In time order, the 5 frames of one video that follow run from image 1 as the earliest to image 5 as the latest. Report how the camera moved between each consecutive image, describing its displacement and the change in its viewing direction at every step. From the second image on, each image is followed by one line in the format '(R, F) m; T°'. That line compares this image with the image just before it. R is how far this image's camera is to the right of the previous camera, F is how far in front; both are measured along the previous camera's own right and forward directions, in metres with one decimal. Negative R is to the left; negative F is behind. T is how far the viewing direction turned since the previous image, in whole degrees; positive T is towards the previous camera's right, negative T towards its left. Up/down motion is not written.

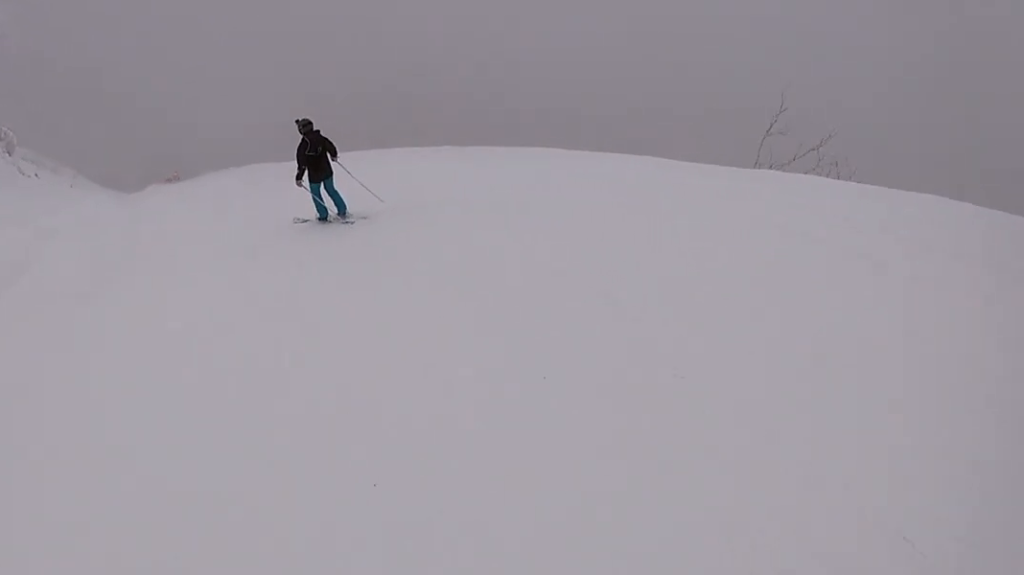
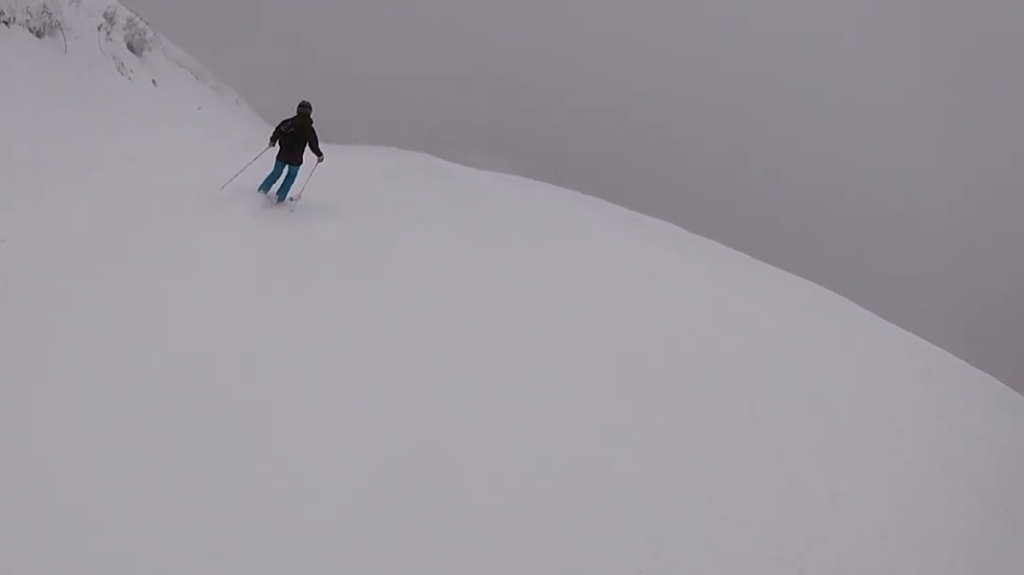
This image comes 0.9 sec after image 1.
(+0.3, +6.3) m; +3°
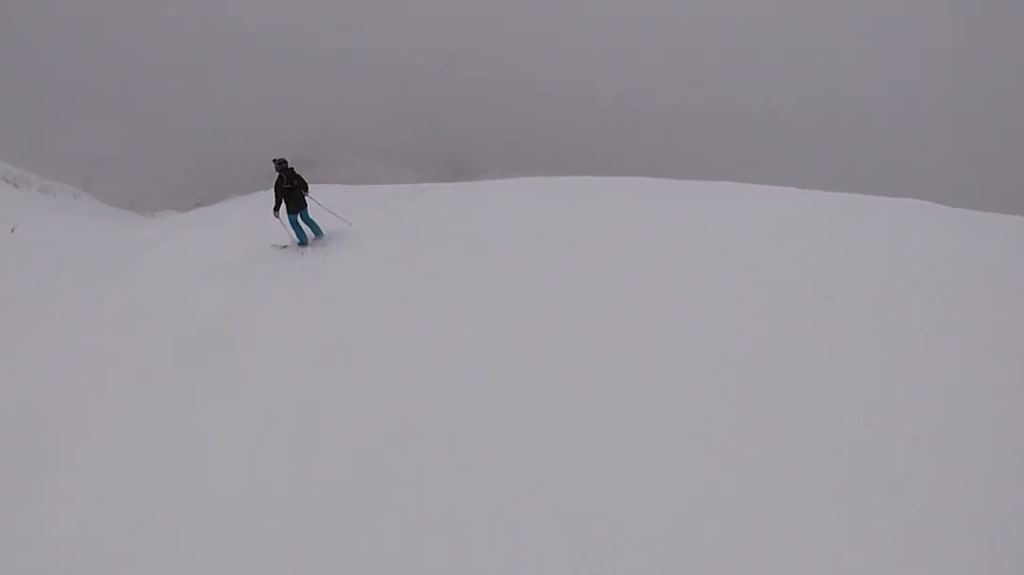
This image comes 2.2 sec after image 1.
(+0.1, +9.8) m; 0°
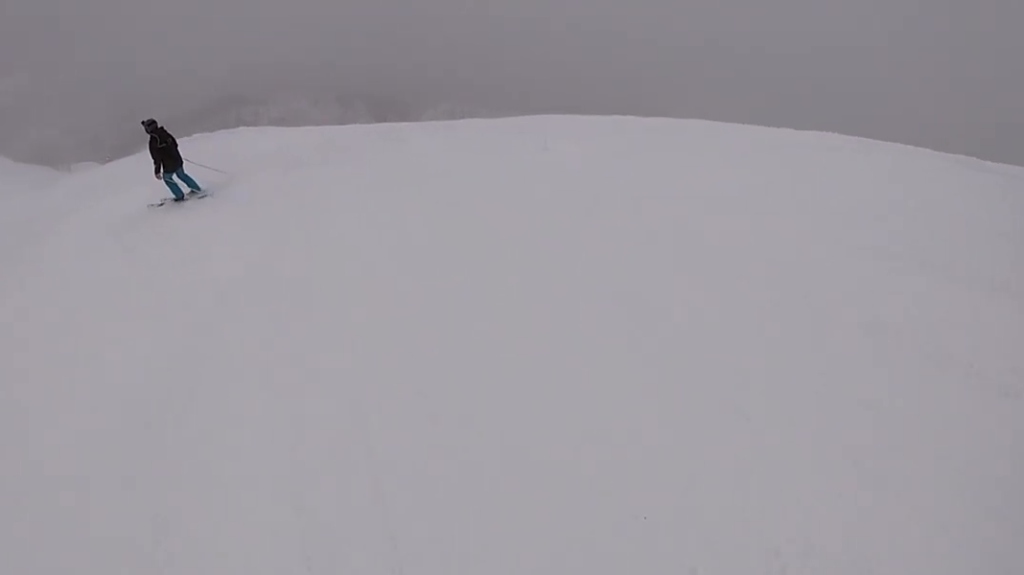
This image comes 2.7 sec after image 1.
(0.0, +4.0) m; -6°
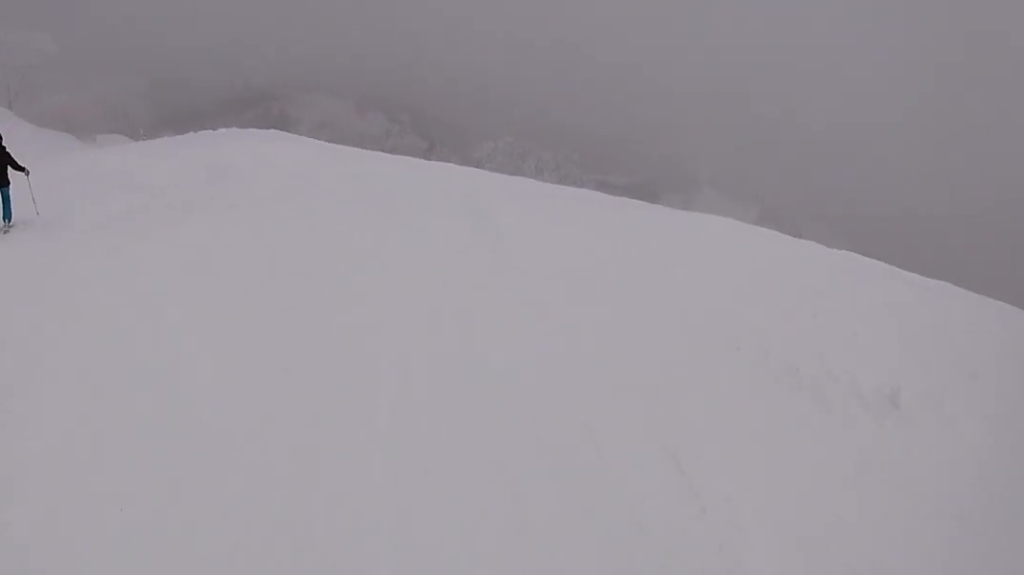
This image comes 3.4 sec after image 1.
(-0.1, +5.6) m; -9°
